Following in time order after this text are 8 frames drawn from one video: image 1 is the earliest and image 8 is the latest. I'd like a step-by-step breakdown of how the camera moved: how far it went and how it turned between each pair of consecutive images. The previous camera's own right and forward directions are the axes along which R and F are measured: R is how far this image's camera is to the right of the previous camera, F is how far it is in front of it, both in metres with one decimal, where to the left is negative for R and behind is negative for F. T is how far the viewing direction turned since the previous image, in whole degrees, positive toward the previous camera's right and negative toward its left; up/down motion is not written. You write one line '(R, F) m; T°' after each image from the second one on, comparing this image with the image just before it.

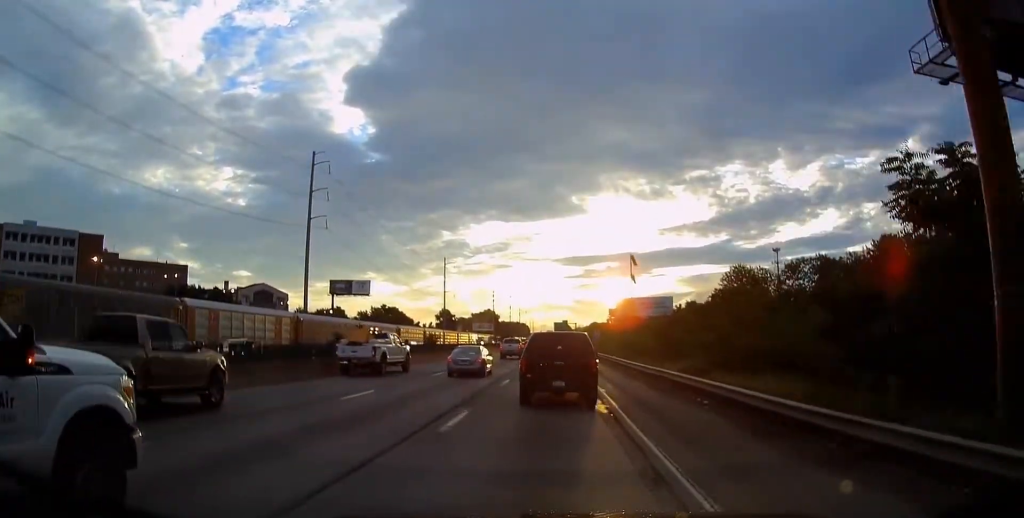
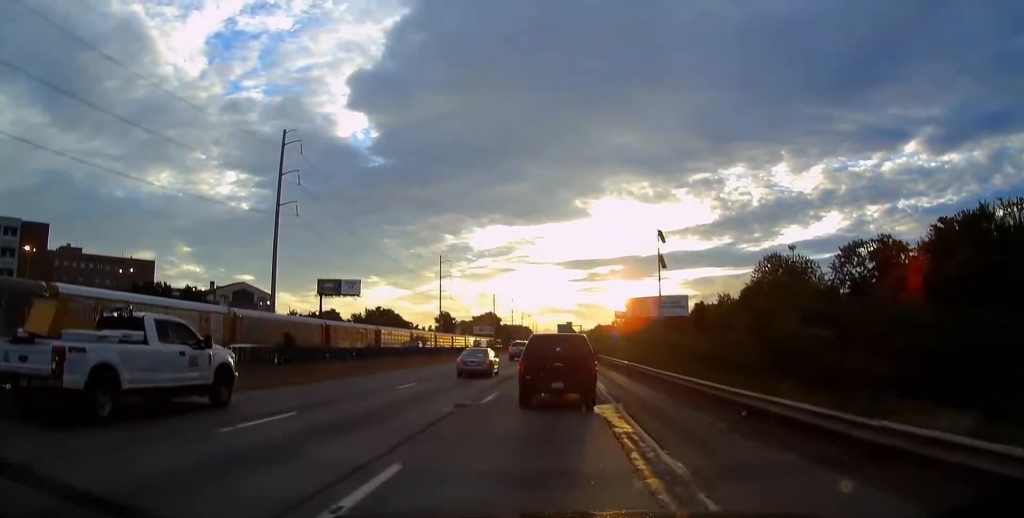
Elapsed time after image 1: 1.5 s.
(+0.3, +19.4) m; +2°
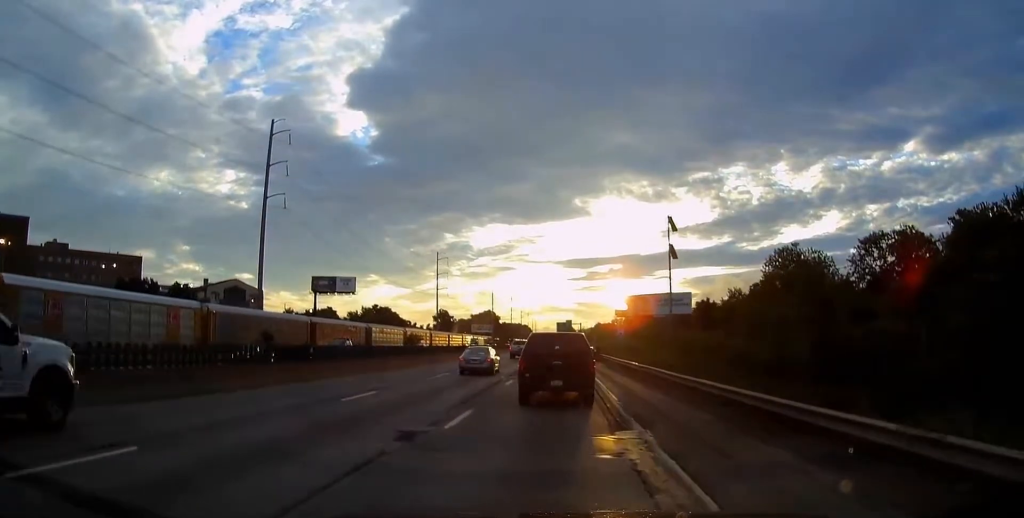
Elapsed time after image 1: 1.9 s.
(+0.1, +5.9) m; 0°
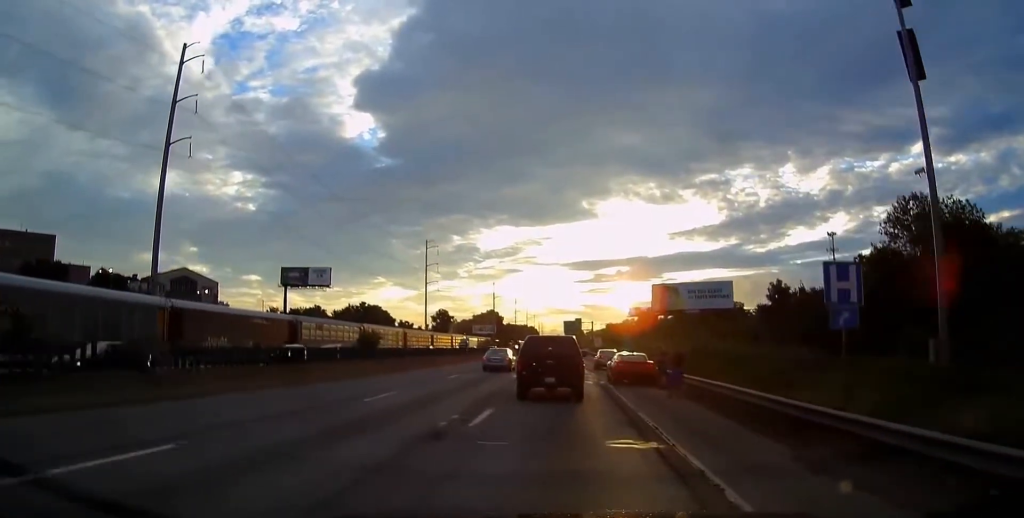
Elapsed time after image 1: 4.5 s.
(-0.7, +37.8) m; -1°
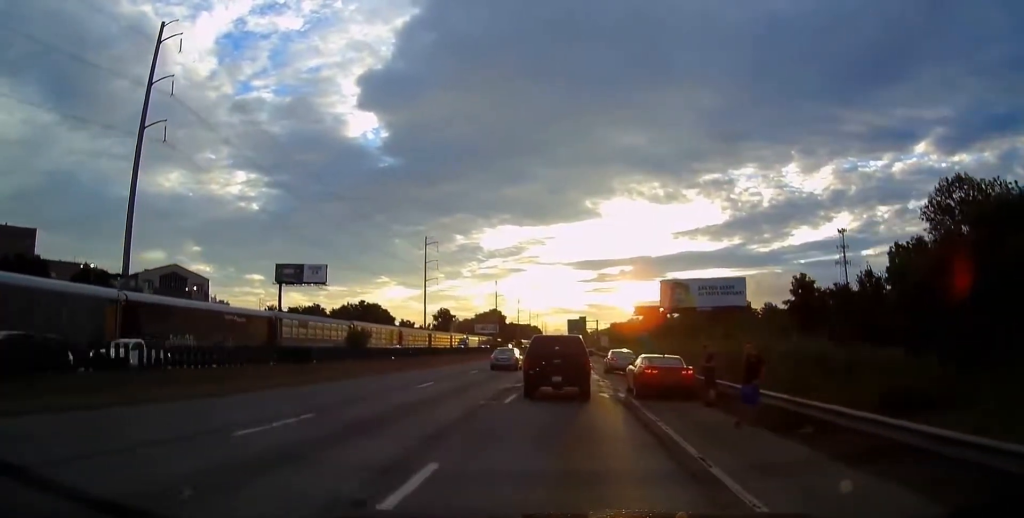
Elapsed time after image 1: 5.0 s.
(0.0, +7.6) m; 0°
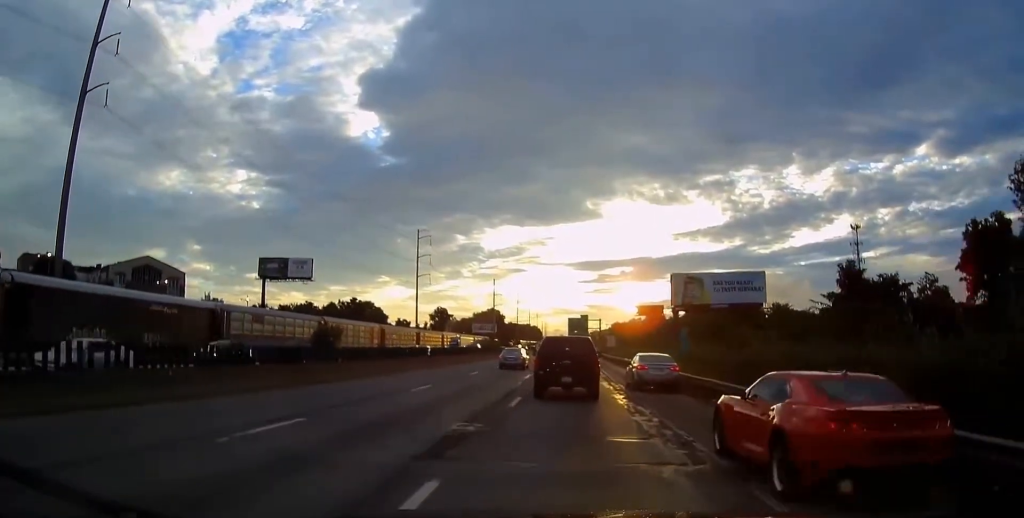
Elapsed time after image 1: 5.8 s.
(-0.1, +13.4) m; 0°
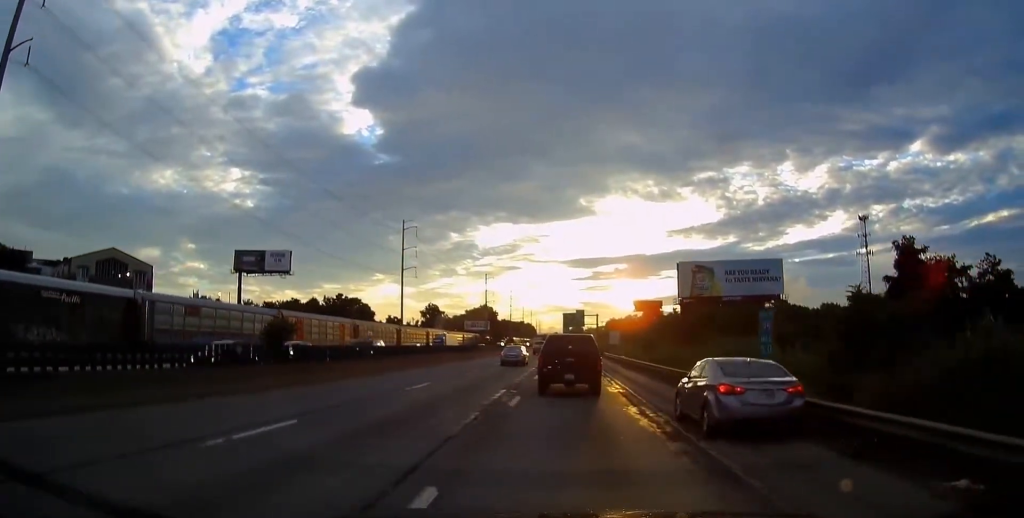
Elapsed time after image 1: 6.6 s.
(-0.1, +12.9) m; 0°
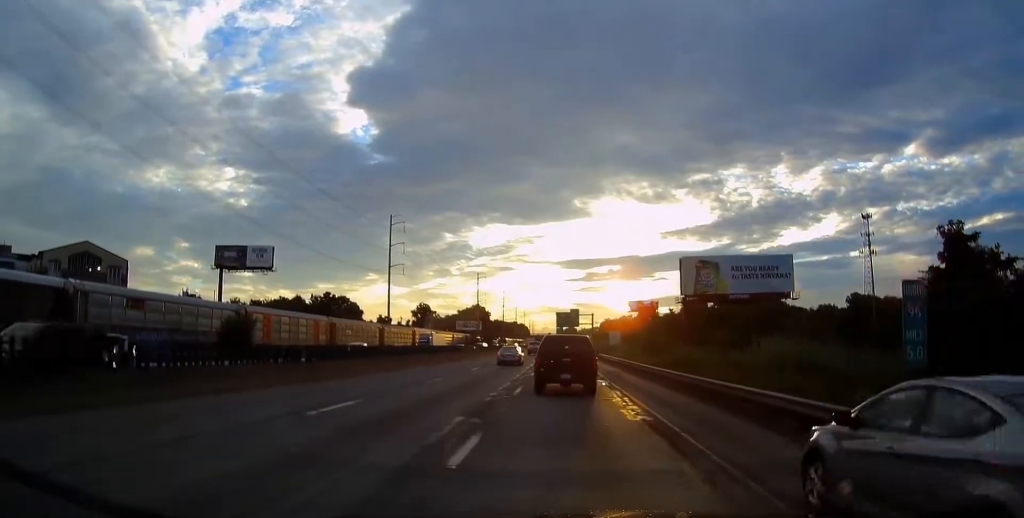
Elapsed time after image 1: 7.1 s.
(+0.2, +8.2) m; 0°
